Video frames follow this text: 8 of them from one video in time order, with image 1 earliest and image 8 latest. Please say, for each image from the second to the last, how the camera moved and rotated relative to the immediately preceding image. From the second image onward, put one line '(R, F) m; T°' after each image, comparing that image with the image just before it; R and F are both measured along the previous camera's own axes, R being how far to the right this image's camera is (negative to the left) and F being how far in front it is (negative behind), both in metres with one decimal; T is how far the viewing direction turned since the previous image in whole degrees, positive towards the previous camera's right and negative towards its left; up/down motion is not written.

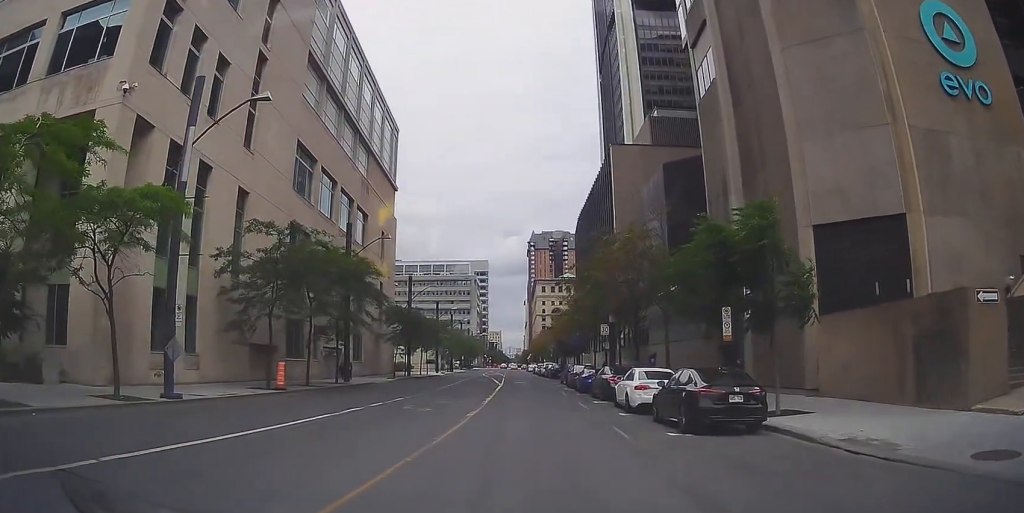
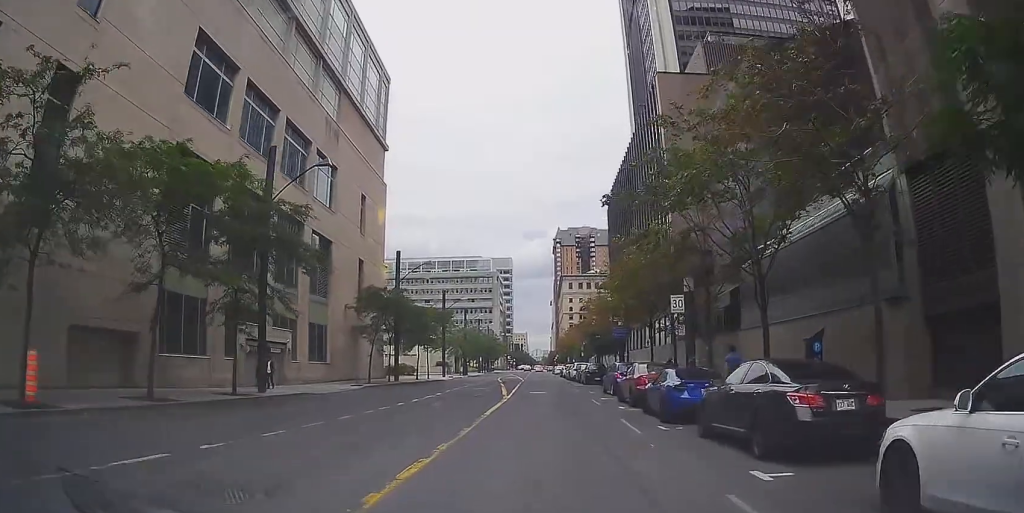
(-1.3, +14.1) m; -7°
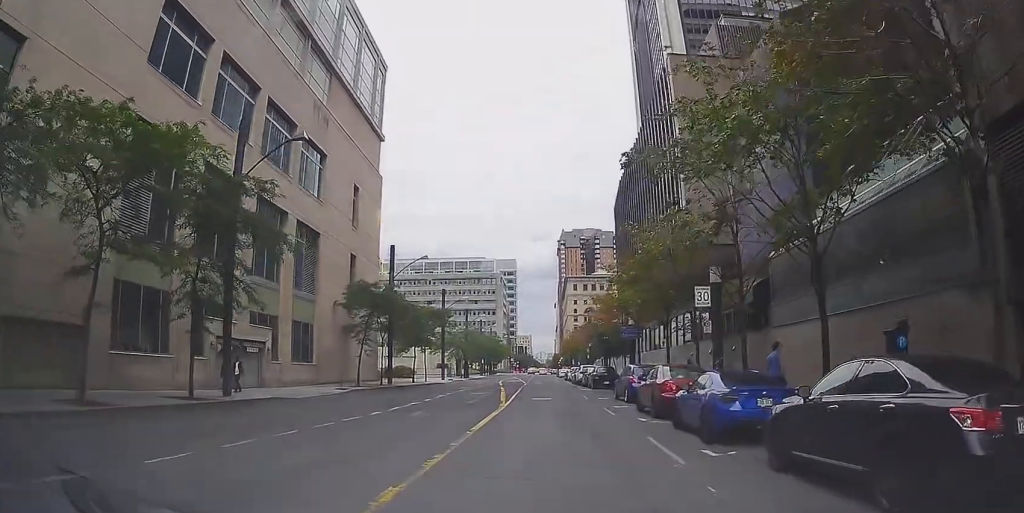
(+0.1, +3.1) m; 0°
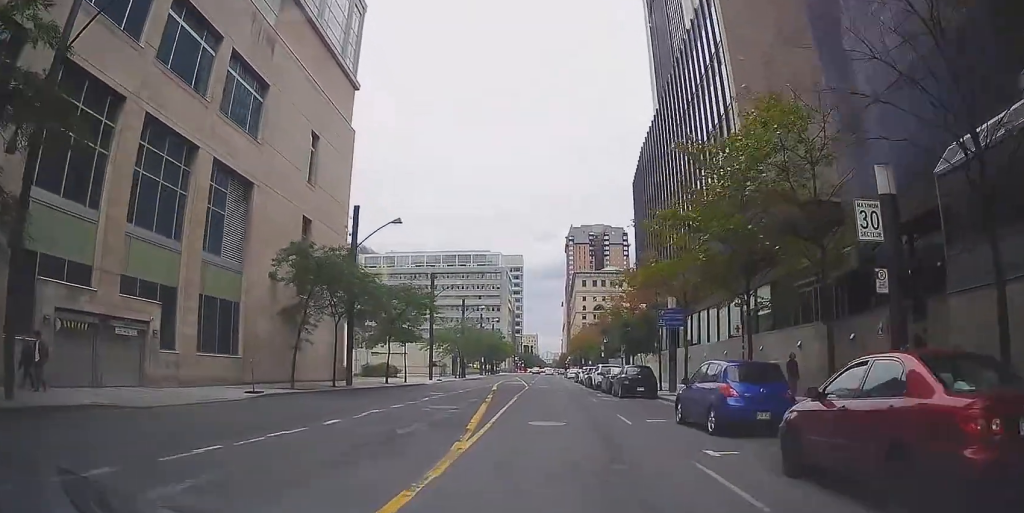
(-0.3, +10.8) m; -1°
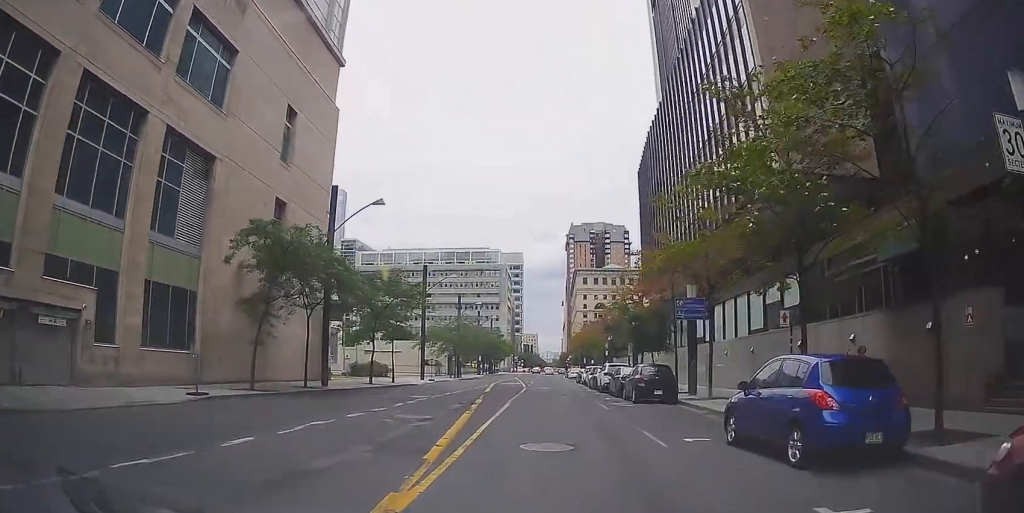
(0.0, +4.0) m; +1°
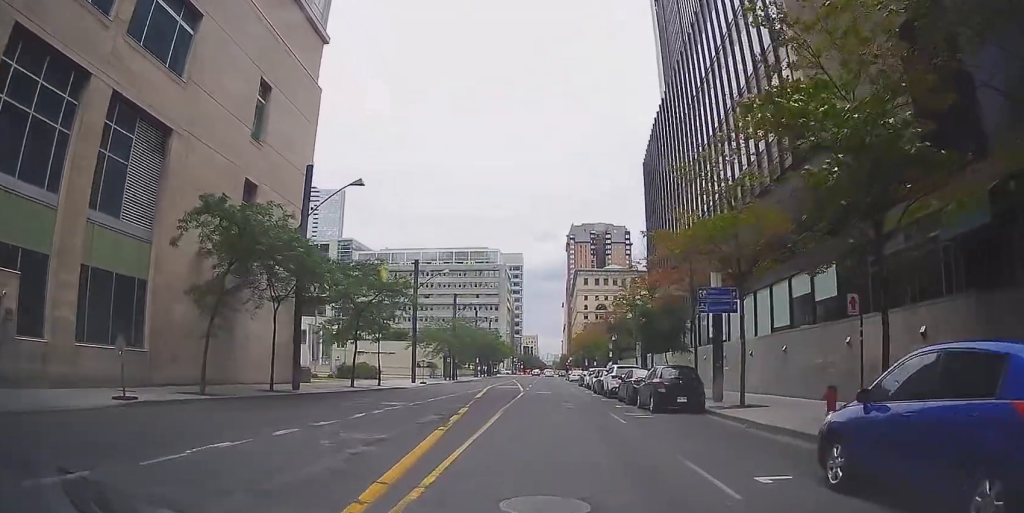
(+0.1, +3.6) m; +1°
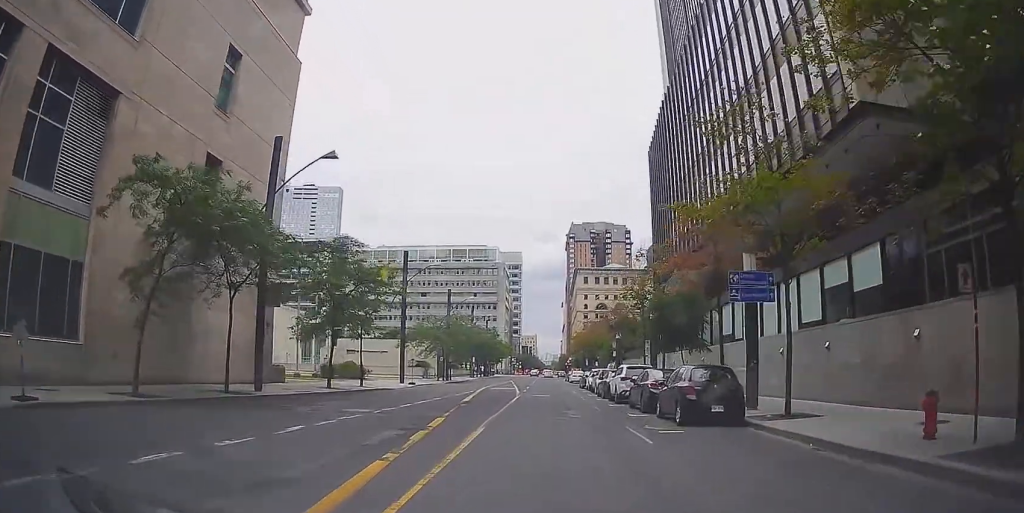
(+0.1, +3.6) m; +1°
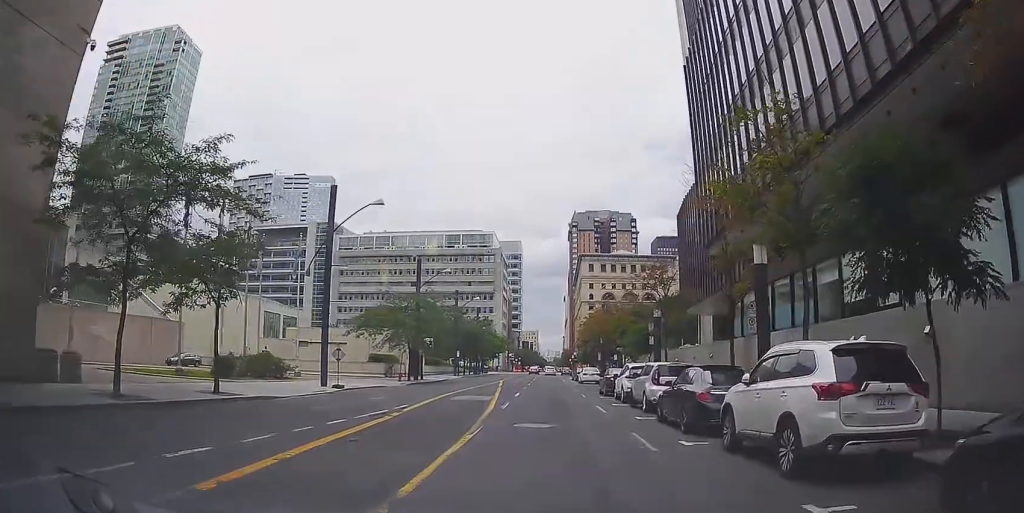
(+1.6, +16.9) m; +5°
